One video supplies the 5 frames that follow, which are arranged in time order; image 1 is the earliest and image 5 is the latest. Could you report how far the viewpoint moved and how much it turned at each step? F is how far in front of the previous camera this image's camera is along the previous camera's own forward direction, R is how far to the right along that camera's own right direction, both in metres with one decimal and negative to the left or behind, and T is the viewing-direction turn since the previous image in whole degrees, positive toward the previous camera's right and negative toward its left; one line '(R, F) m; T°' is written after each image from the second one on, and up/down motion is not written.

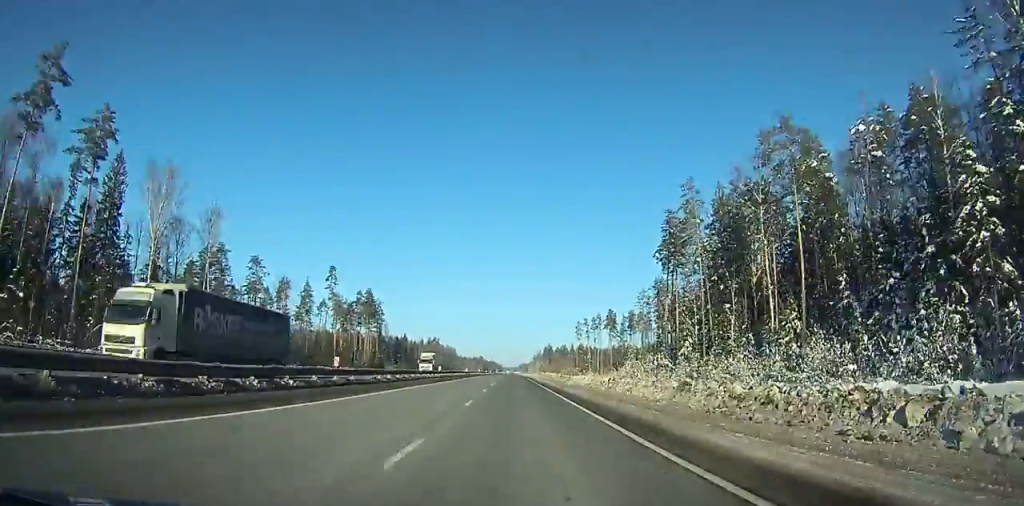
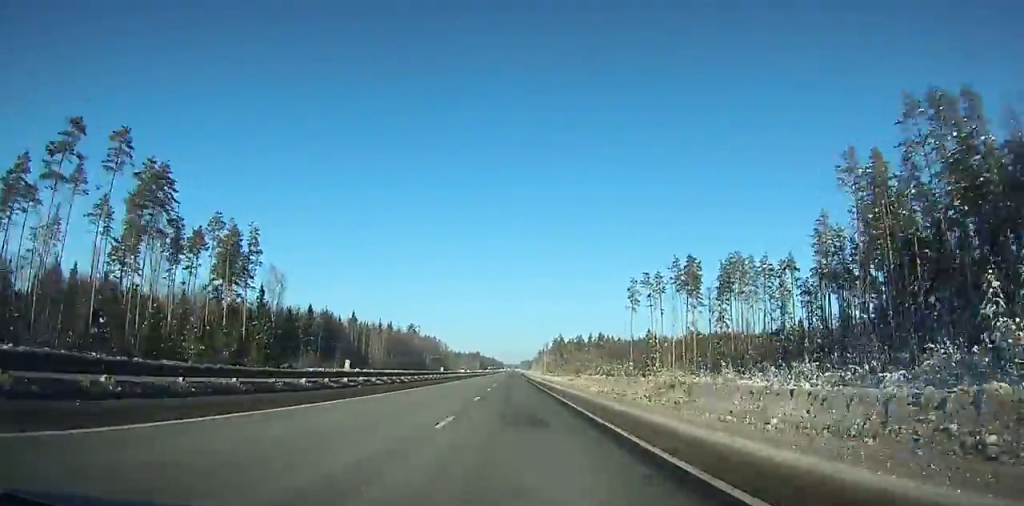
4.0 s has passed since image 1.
(-2.0, +112.7) m; +4°
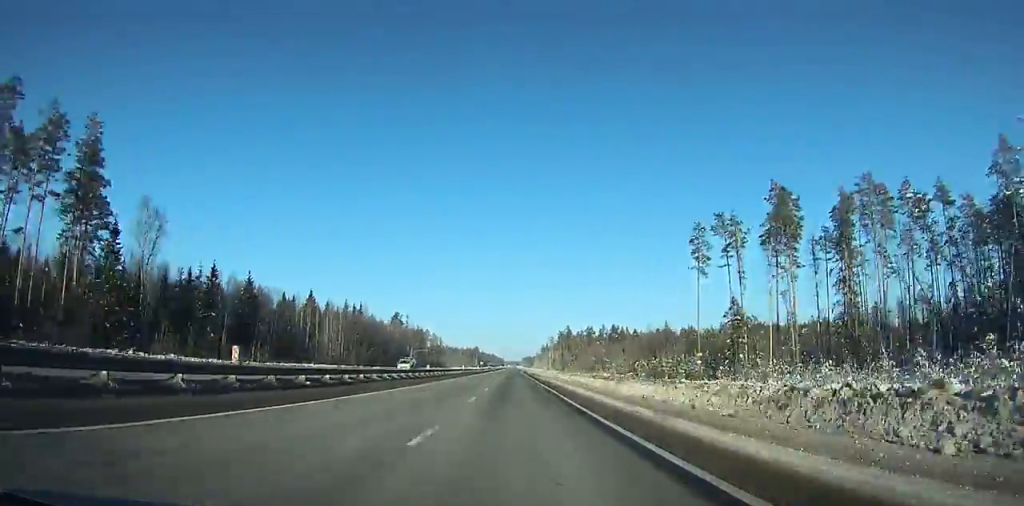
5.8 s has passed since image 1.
(+5.4, +51.3) m; +2°
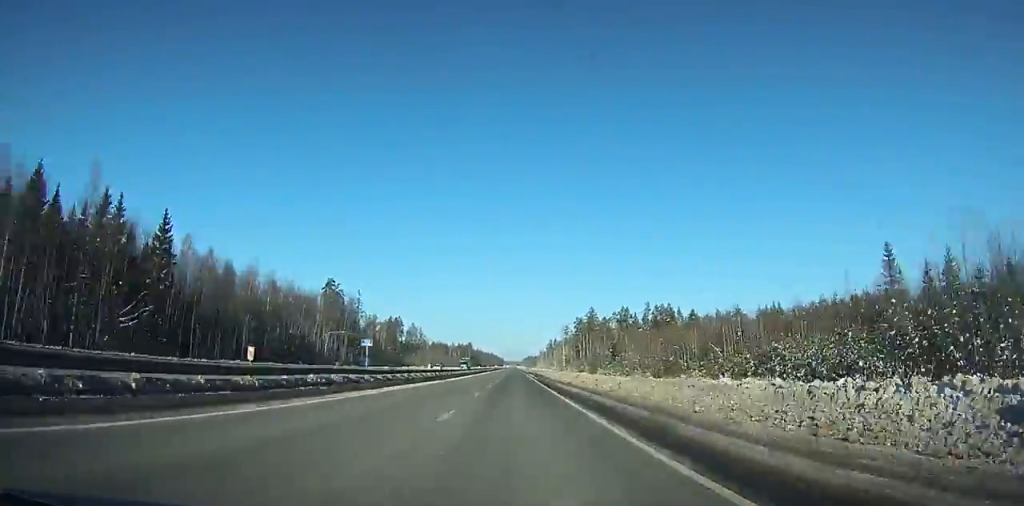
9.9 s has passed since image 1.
(-3.7, +117.3) m; -3°
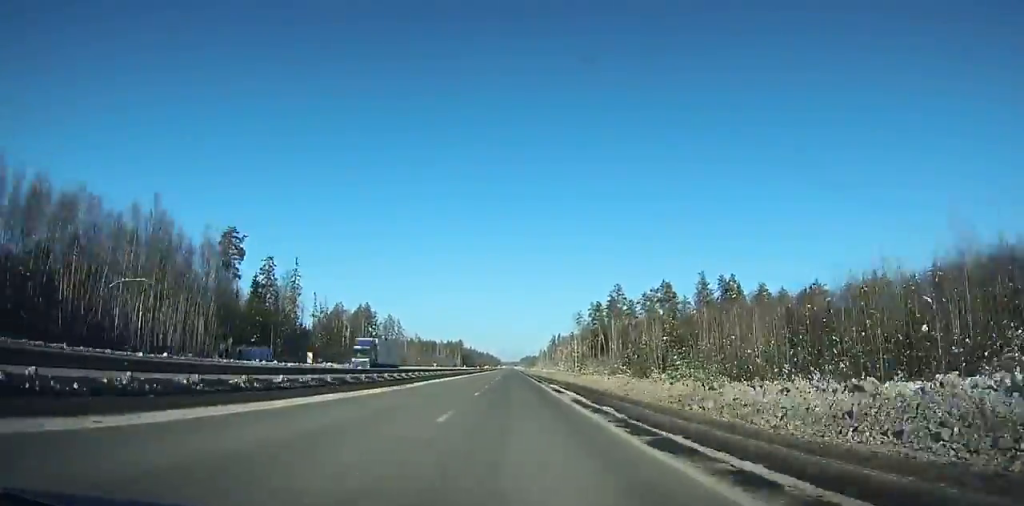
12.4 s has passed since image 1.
(+0.1, +71.5) m; 0°
